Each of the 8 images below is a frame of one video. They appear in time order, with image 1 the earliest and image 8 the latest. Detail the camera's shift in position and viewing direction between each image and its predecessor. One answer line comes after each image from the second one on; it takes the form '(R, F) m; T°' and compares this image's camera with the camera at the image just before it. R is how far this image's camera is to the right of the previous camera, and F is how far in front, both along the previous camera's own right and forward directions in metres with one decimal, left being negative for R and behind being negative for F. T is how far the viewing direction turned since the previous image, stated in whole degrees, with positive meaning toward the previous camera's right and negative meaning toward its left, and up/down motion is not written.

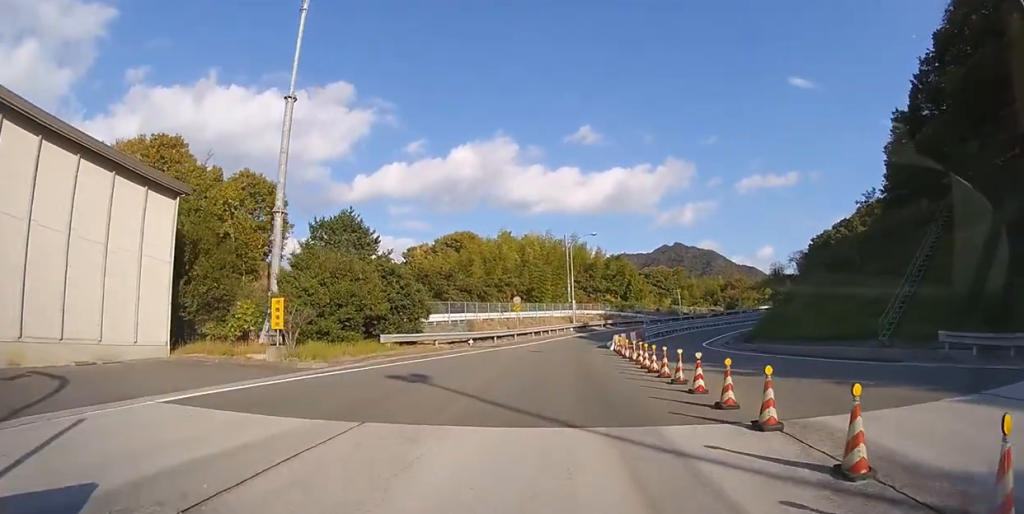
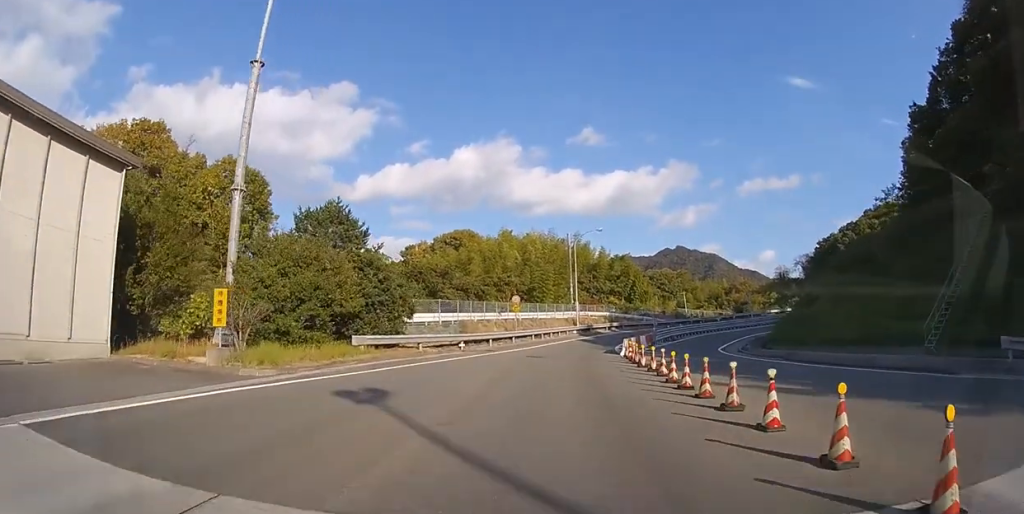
(+0.1, +3.6) m; +1°
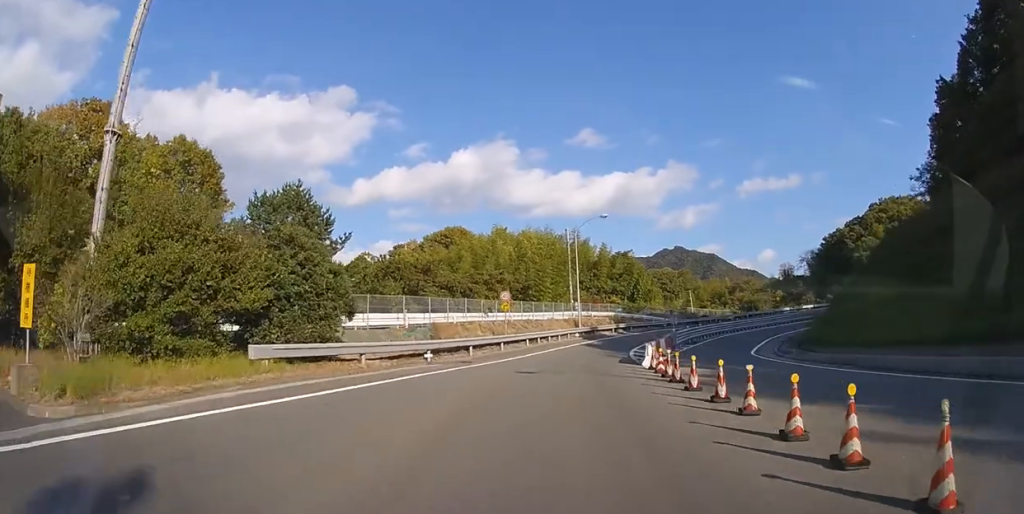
(+0.1, +7.1) m; +1°
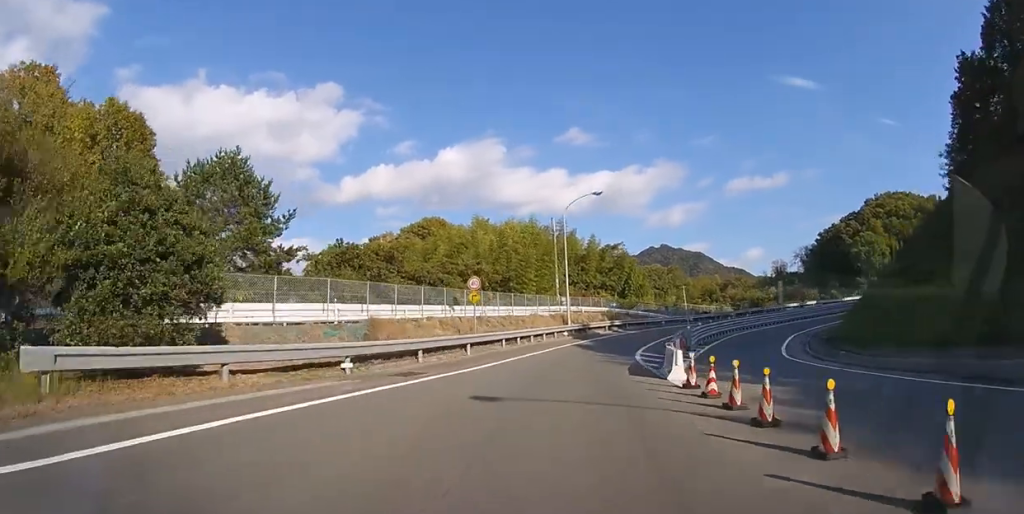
(0.0, +6.7) m; 0°
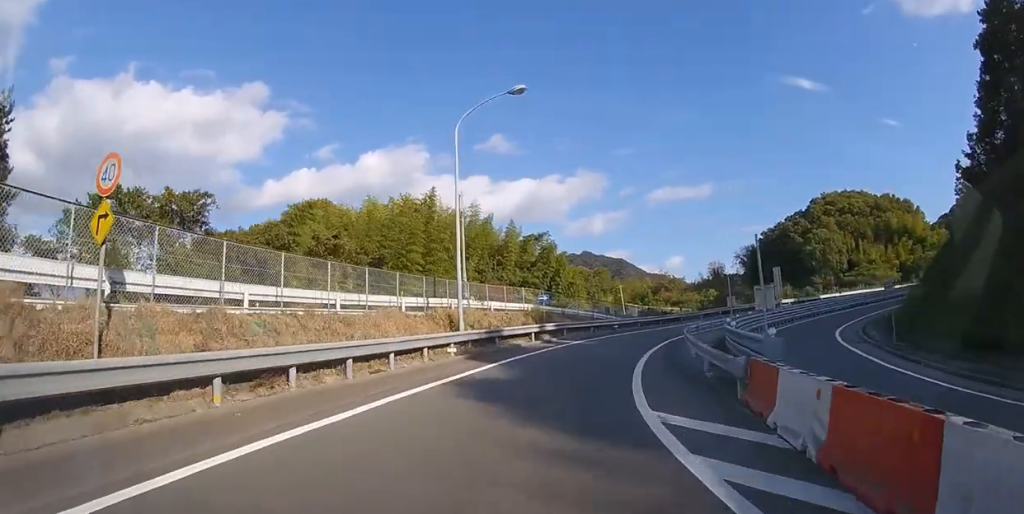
(+0.3, +17.3) m; +4°
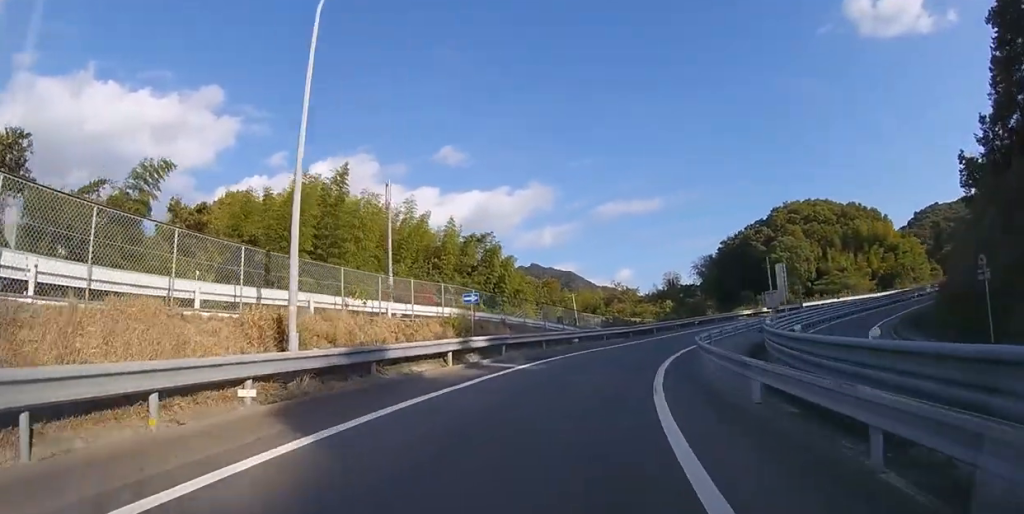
(+0.3, +9.4) m; +5°
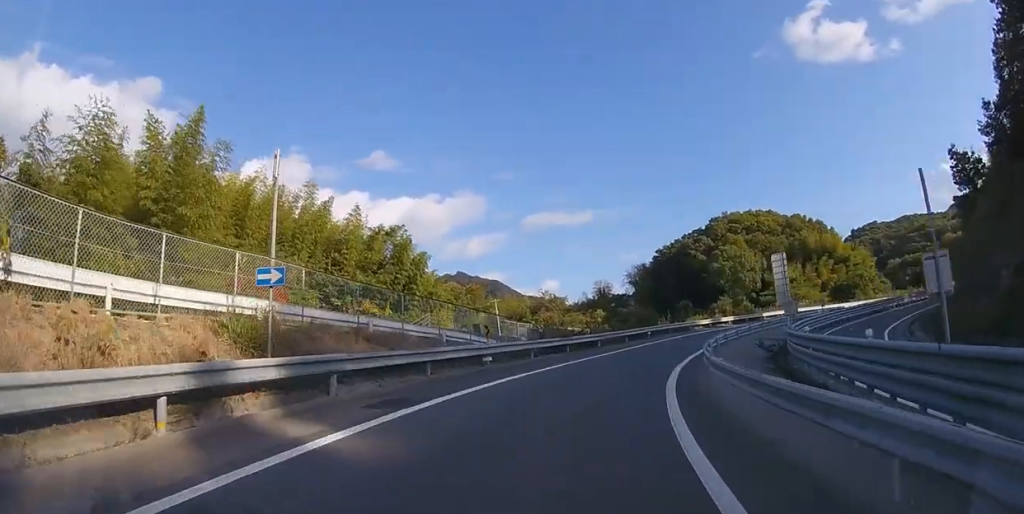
(+0.5, +9.6) m; +7°
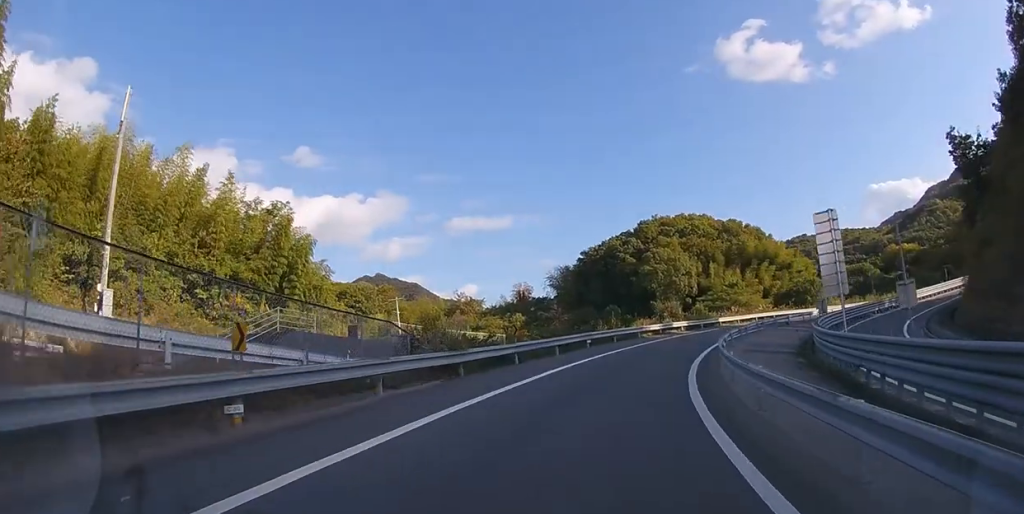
(+0.8, +10.4) m; +9°
